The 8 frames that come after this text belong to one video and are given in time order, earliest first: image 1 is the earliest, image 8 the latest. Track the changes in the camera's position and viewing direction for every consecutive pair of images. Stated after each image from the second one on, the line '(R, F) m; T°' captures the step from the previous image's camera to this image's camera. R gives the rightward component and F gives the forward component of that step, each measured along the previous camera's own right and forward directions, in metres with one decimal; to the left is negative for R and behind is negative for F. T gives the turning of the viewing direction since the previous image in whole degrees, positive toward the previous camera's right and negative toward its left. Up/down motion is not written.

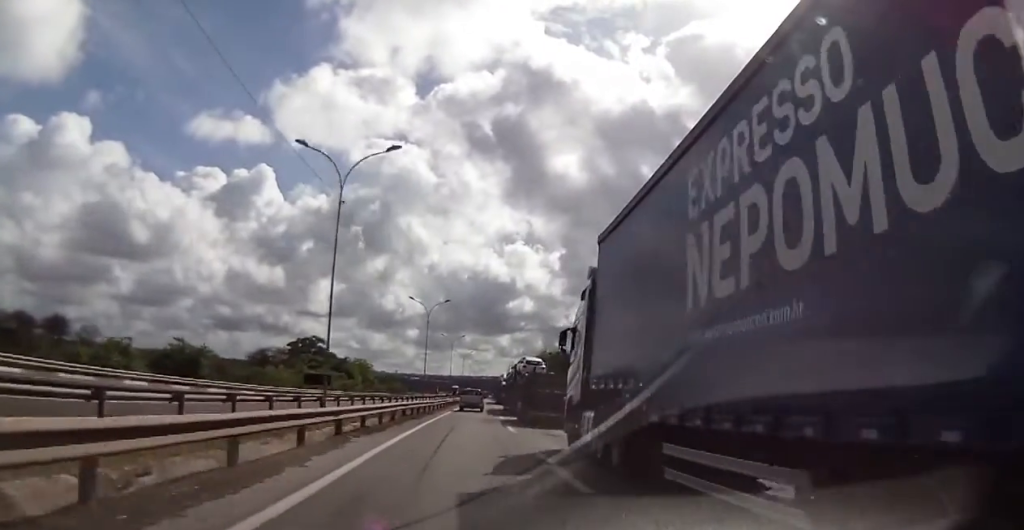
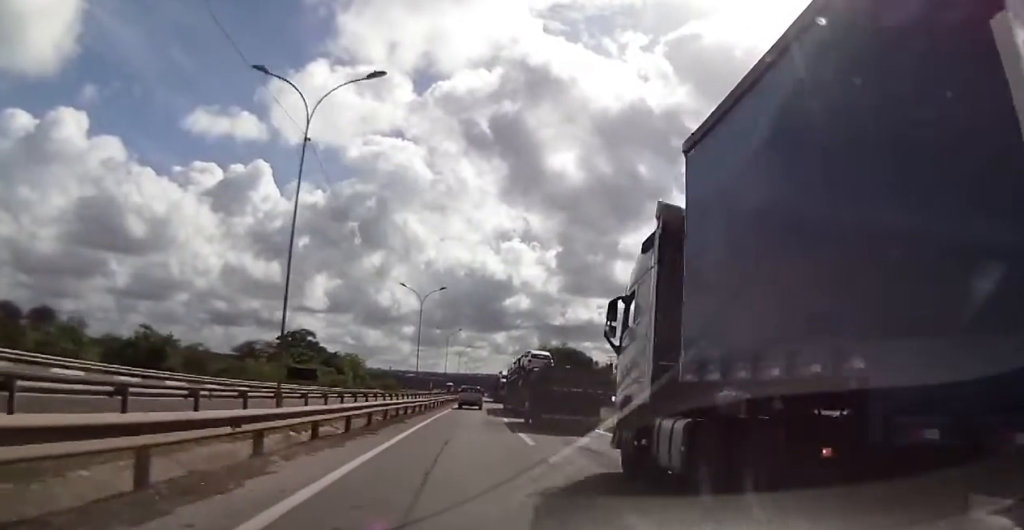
(0.0, +7.1) m; 0°
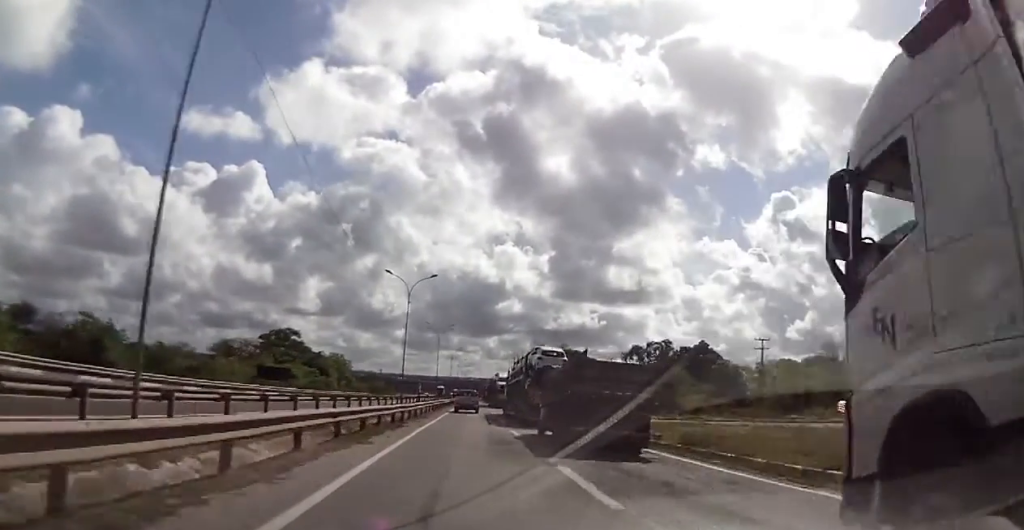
(0.0, +9.8) m; 0°
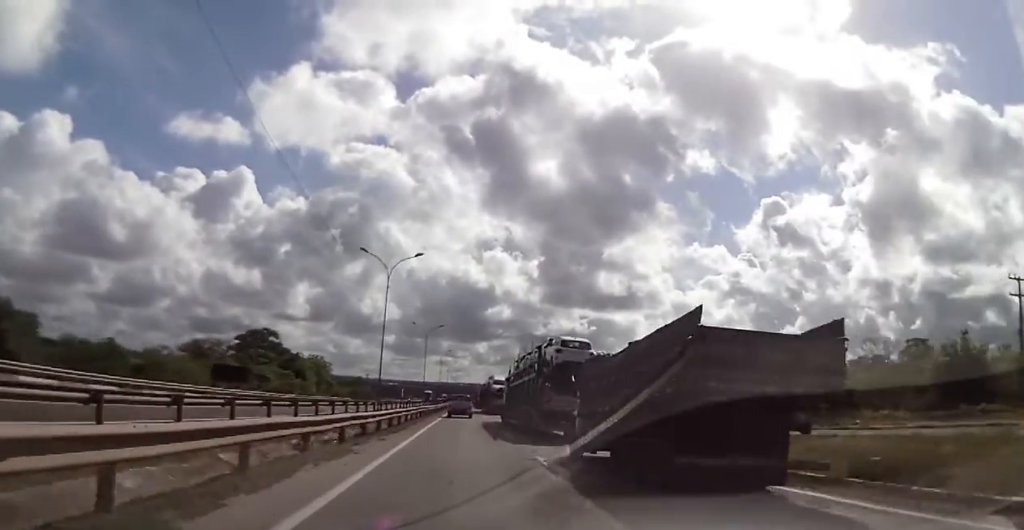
(0.0, +11.4) m; 0°
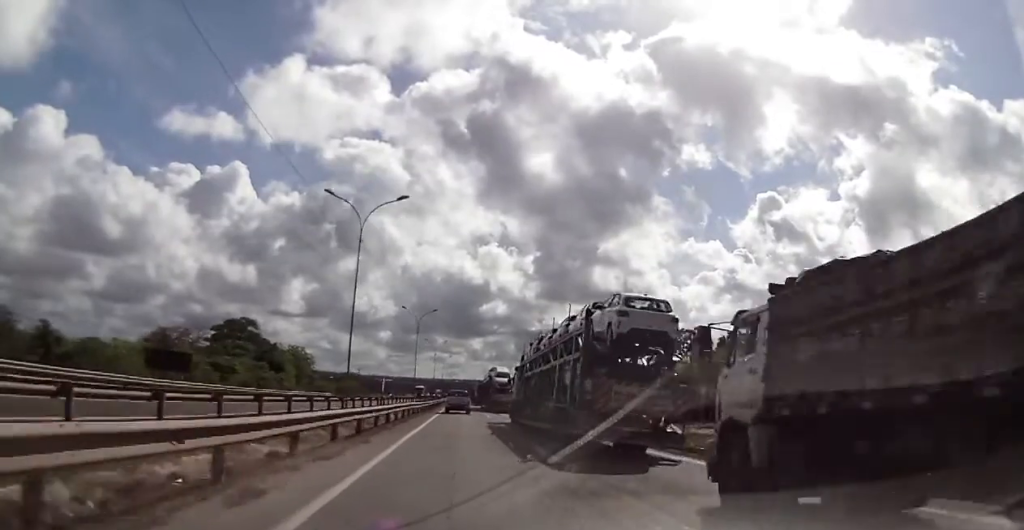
(0.0, +13.5) m; +1°
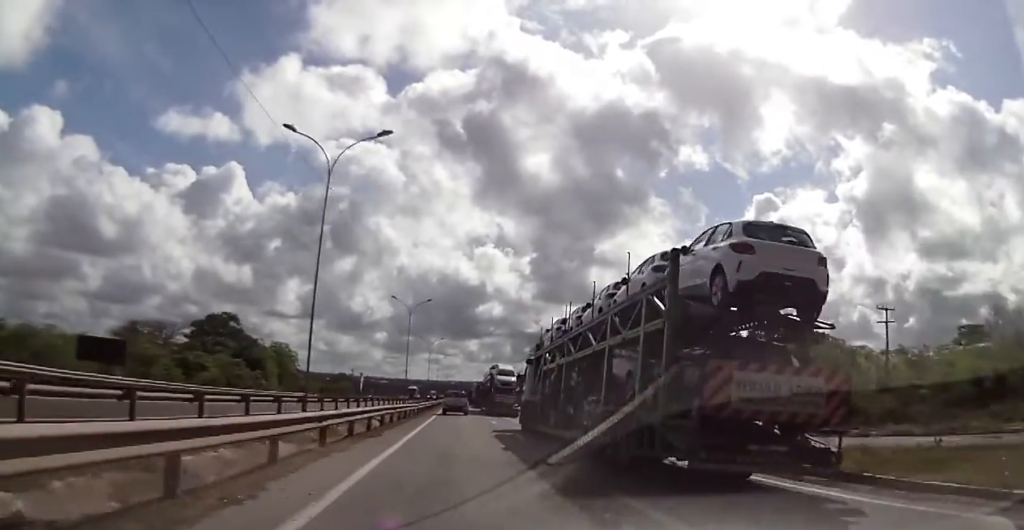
(+0.3, +9.6) m; +1°
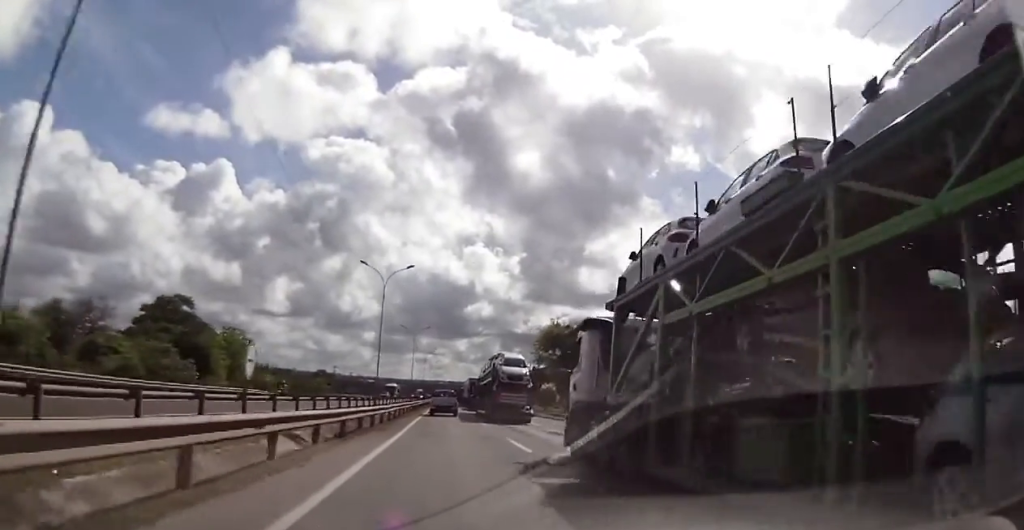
(+0.3, +19.6) m; +1°
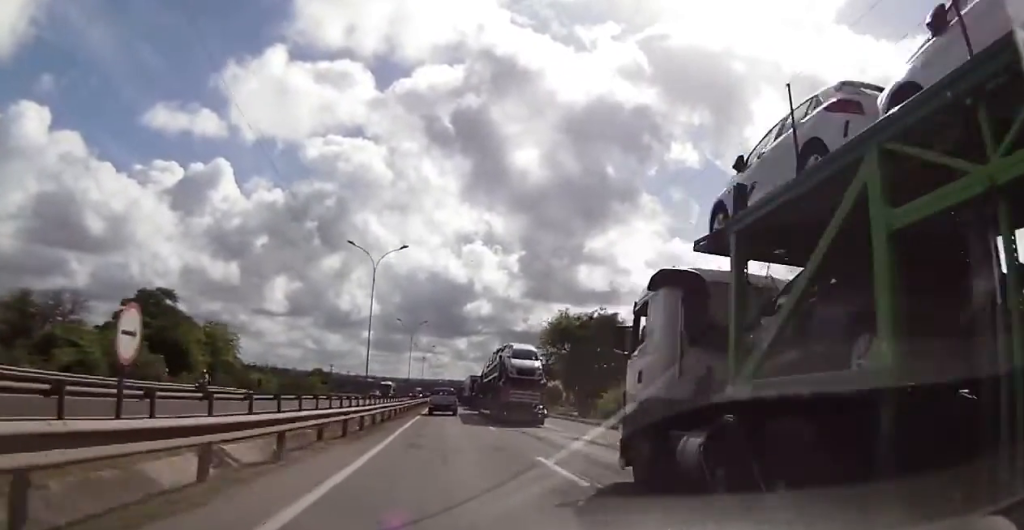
(0.0, +7.3) m; 0°
